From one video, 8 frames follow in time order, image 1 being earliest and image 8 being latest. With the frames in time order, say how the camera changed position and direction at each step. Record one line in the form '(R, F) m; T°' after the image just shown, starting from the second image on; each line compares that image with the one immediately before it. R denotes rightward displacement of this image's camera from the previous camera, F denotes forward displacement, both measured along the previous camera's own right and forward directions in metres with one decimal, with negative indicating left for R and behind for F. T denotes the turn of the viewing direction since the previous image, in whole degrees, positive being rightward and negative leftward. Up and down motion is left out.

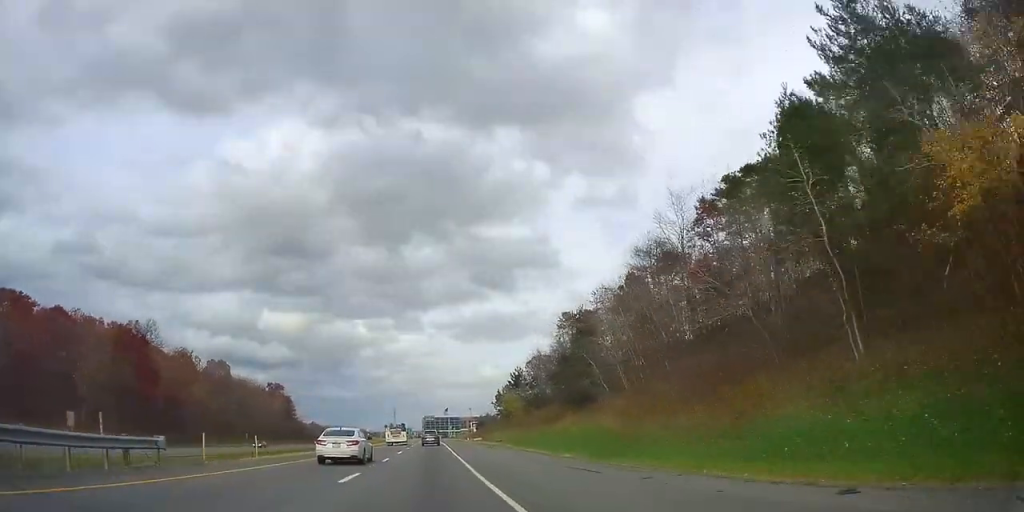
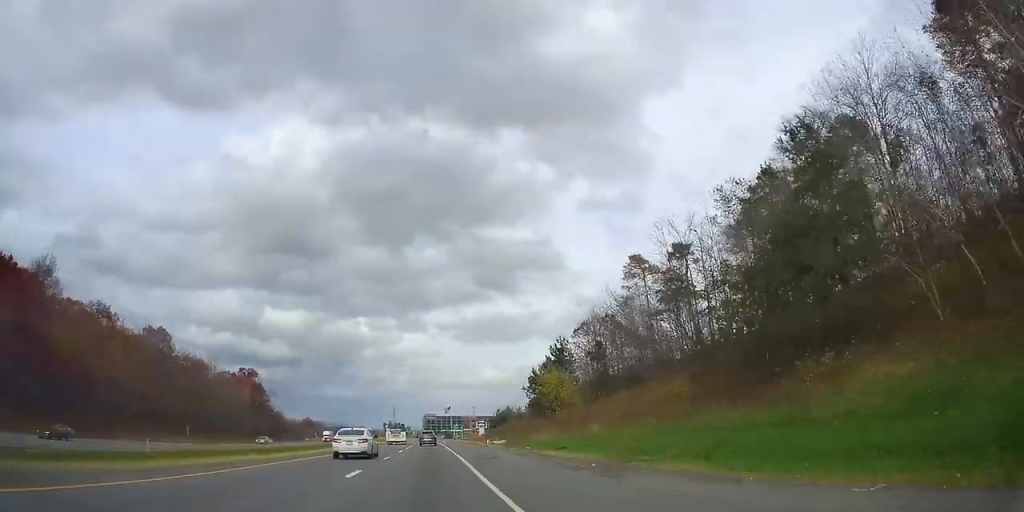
(-0.4, +35.4) m; -1°
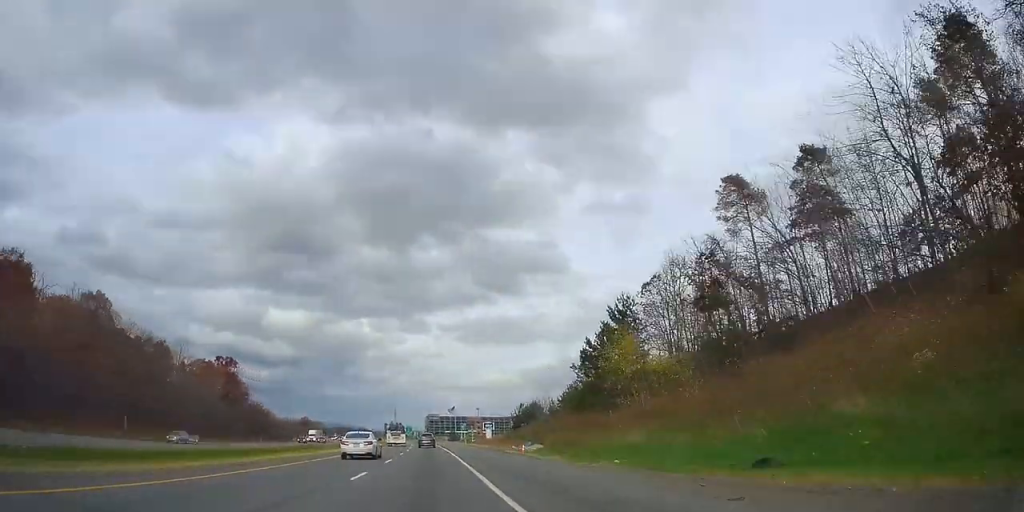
(-0.2, +24.0) m; 0°
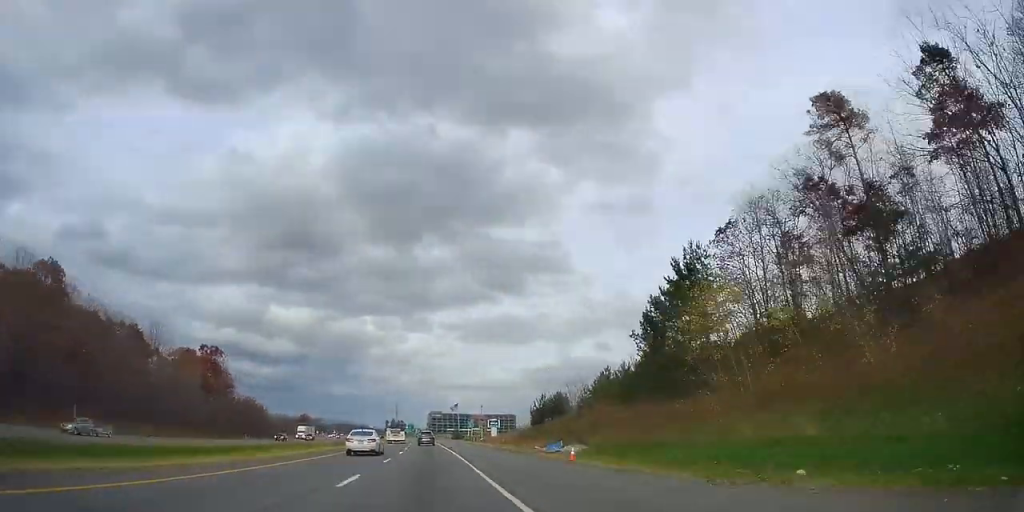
(+0.3, +14.0) m; 0°
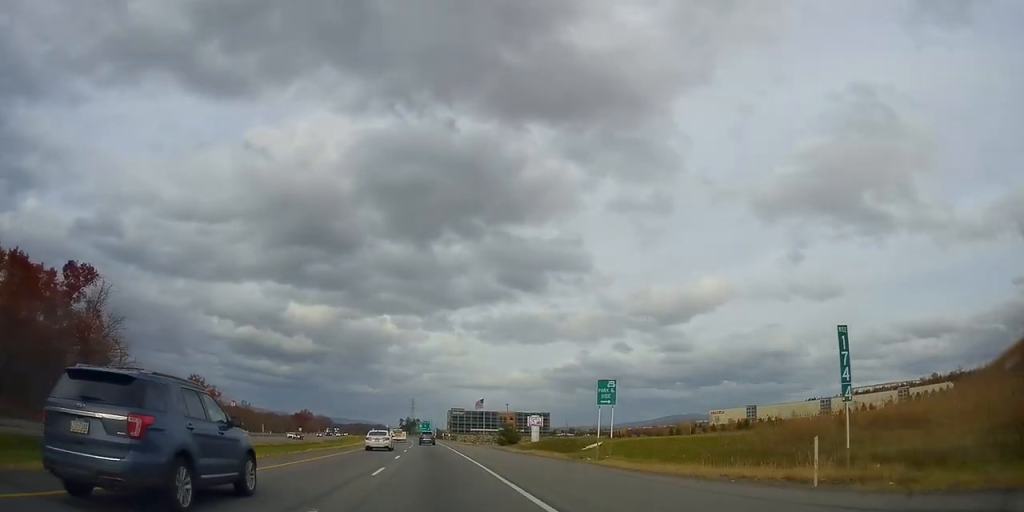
(-1.1, +69.2) m; -3°
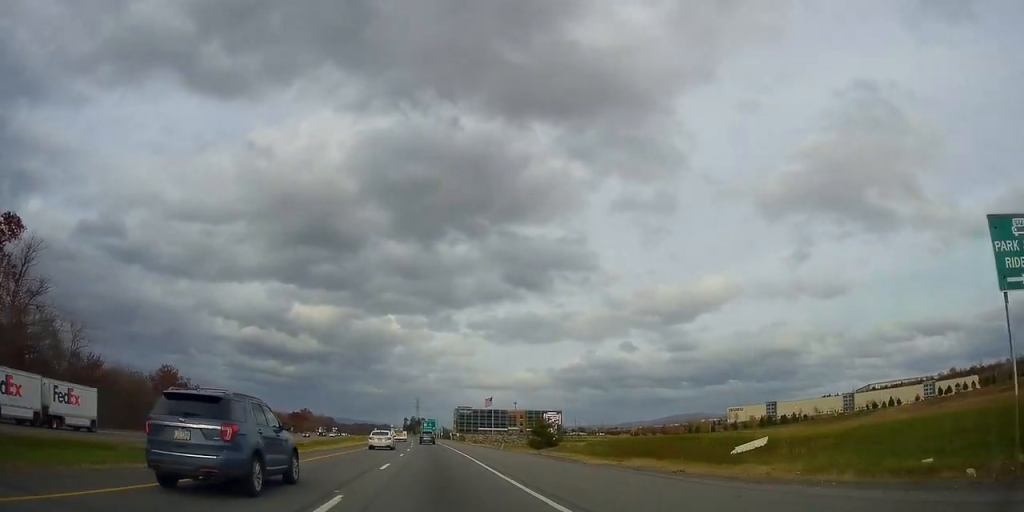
(-0.5, +21.3) m; -1°
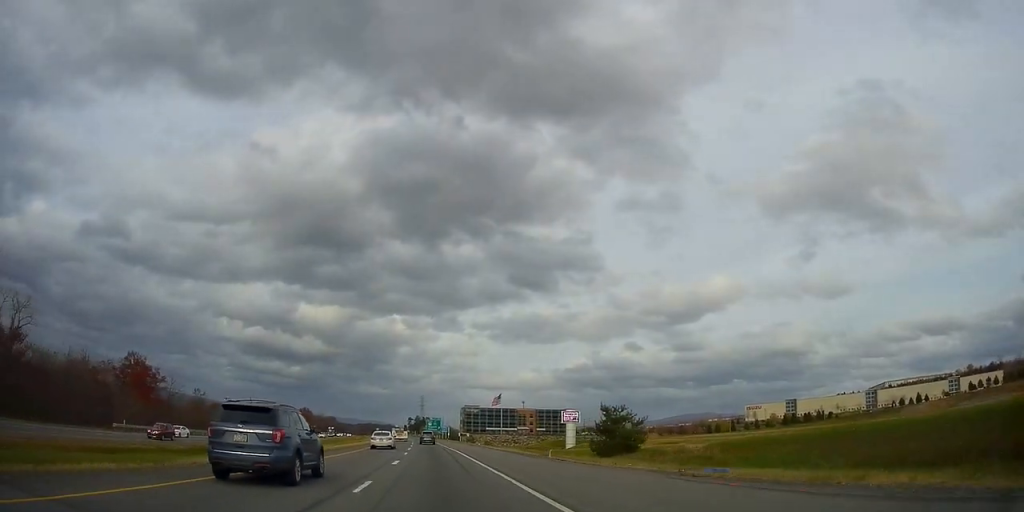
(0.0, +19.8) m; -1°
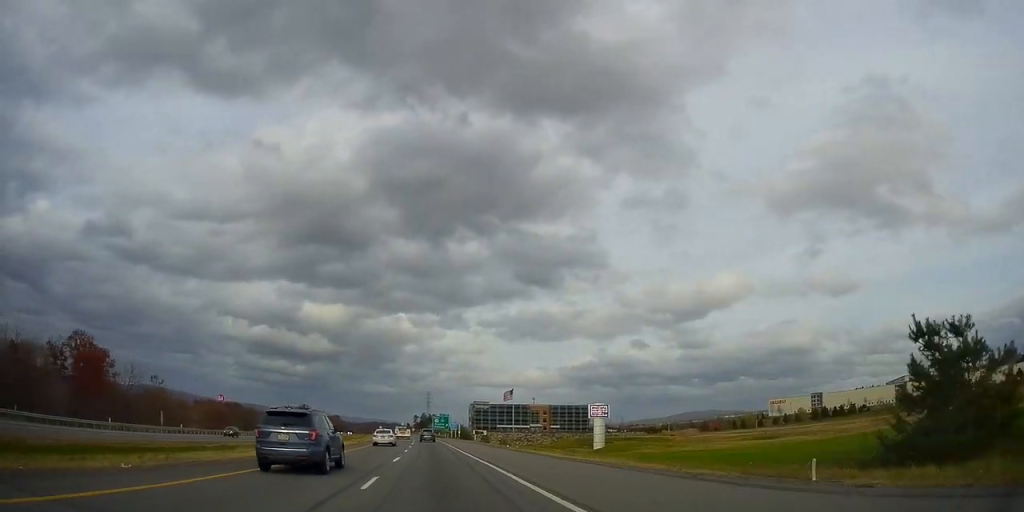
(0.0, +23.7) m; -1°
